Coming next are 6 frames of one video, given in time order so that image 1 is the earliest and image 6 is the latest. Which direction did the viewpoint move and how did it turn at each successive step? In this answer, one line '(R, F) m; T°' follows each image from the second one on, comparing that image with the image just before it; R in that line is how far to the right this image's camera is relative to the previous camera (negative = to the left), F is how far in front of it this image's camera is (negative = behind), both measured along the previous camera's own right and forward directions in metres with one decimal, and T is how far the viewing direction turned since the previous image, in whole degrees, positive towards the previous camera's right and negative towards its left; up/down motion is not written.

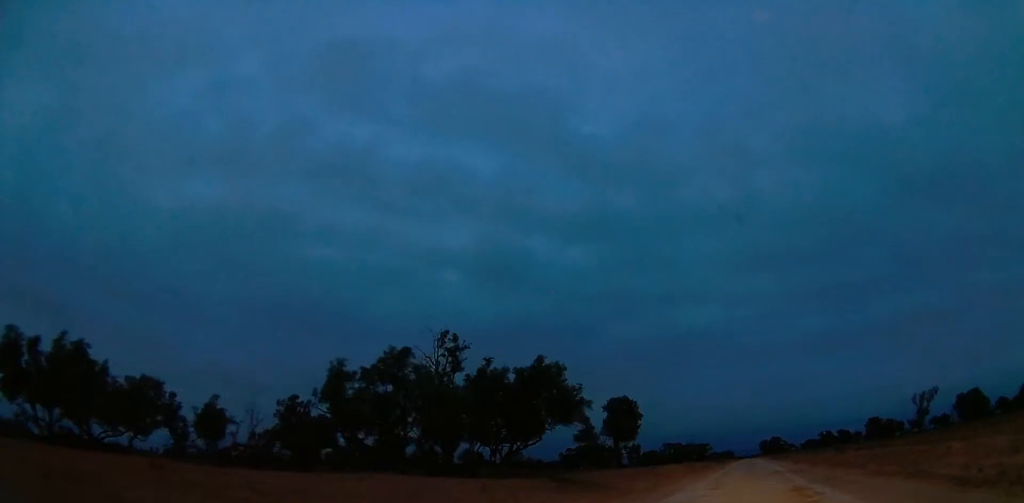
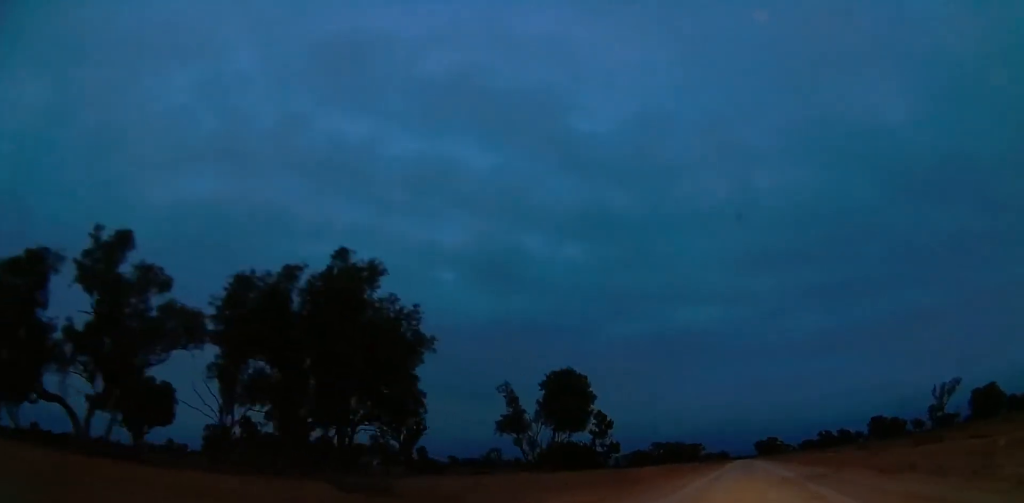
(0.0, +15.0) m; -1°
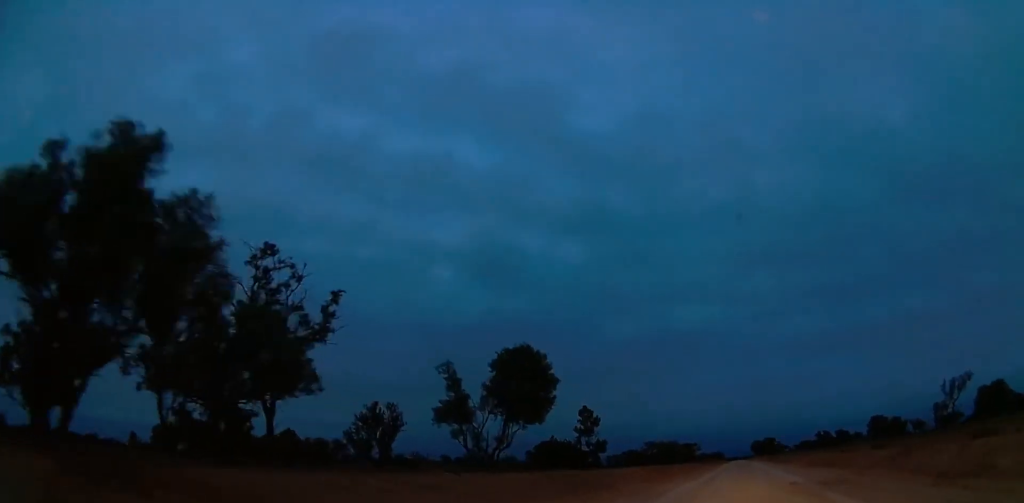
(0.0, +7.5) m; -1°
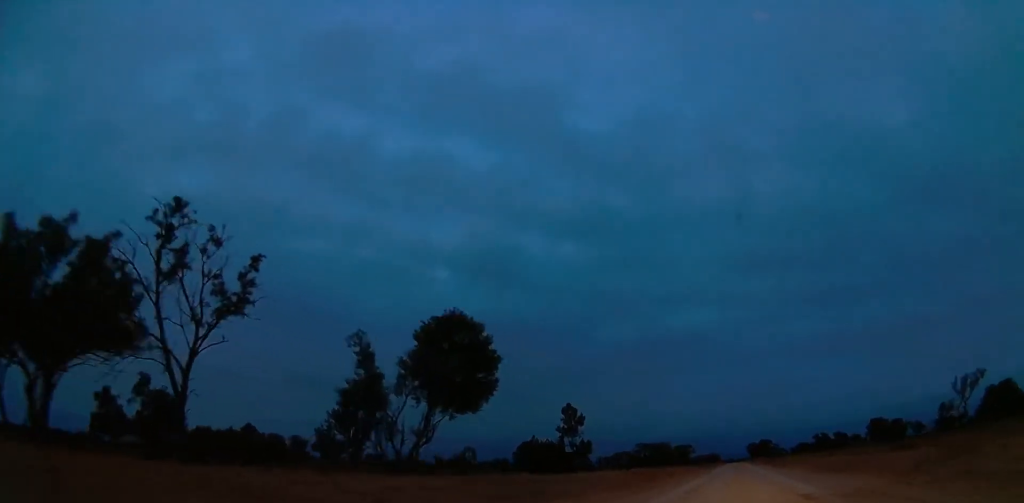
(0.0, +7.7) m; -1°
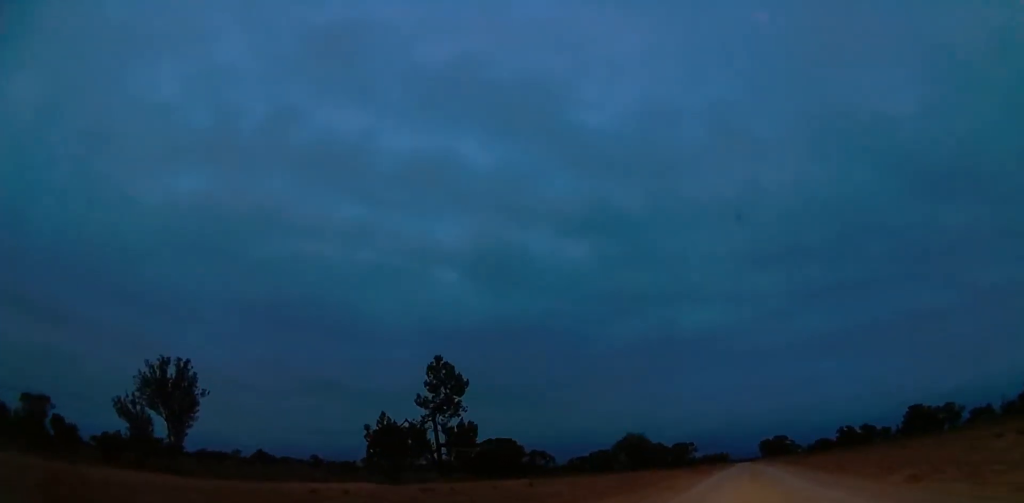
(-0.1, +46.1) m; +2°
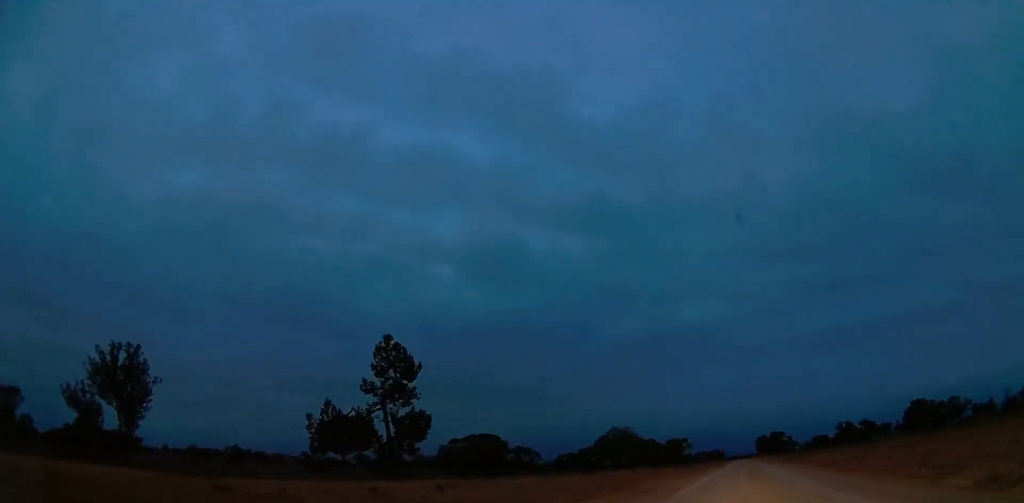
(+0.1, +6.8) m; 0°
